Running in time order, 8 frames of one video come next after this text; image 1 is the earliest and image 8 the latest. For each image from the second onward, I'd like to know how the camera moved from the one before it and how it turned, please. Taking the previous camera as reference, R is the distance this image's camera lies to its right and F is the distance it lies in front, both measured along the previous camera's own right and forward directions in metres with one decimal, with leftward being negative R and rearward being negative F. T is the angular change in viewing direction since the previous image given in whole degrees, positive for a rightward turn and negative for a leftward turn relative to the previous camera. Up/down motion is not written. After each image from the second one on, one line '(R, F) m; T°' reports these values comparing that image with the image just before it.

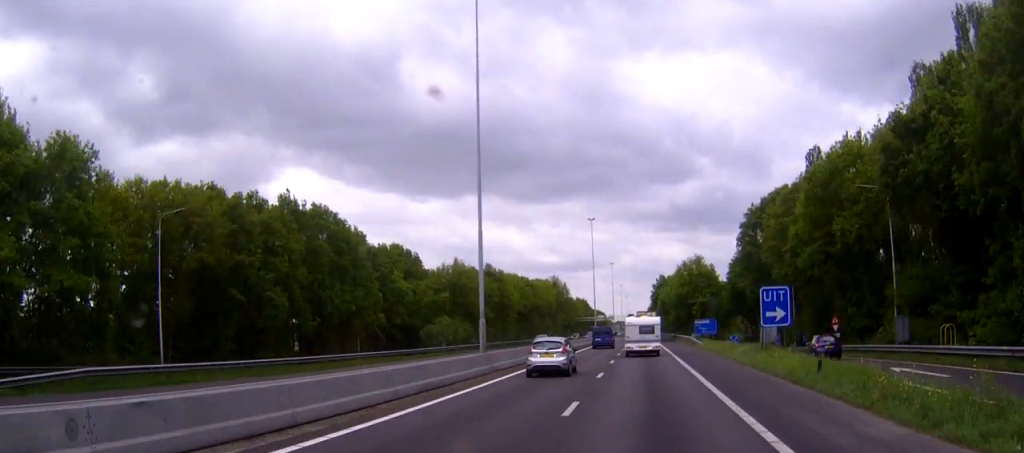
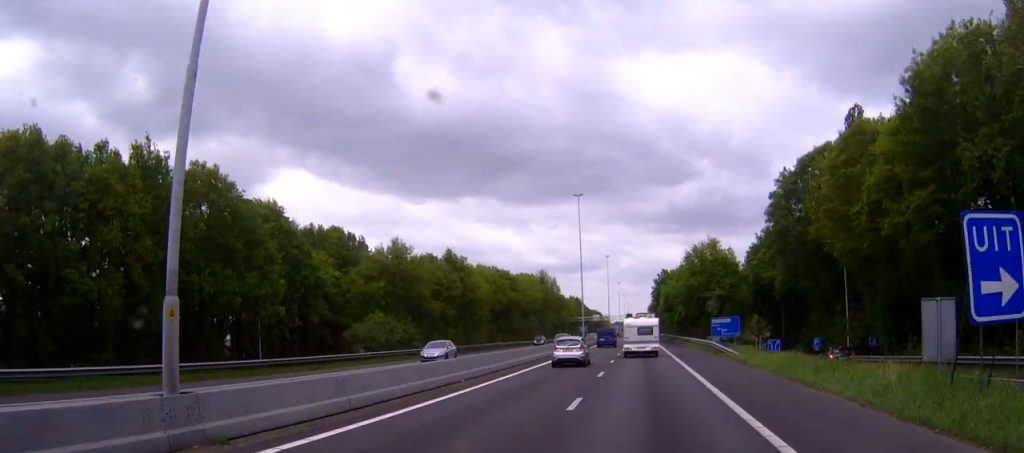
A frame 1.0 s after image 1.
(+0.1, +22.4) m; 0°
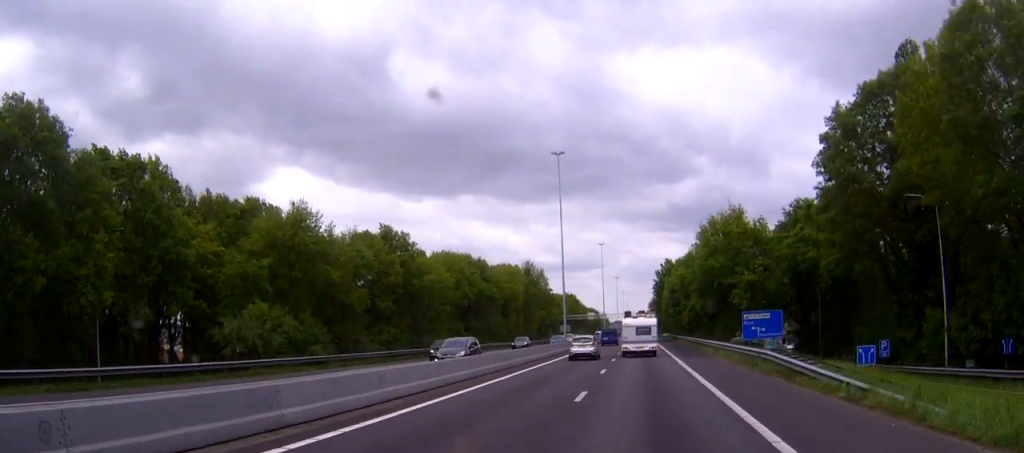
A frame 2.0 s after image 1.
(0.0, +21.4) m; 0°
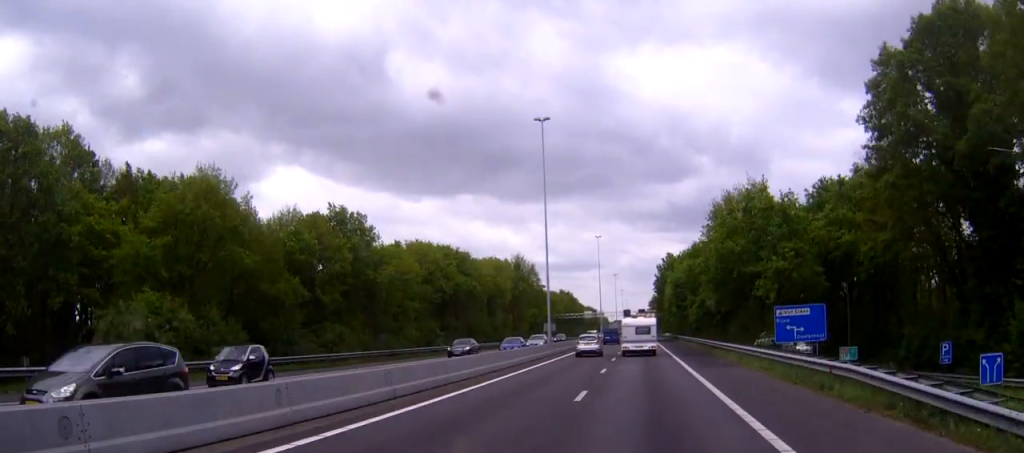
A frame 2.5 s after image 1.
(-0.1, +11.7) m; 0°
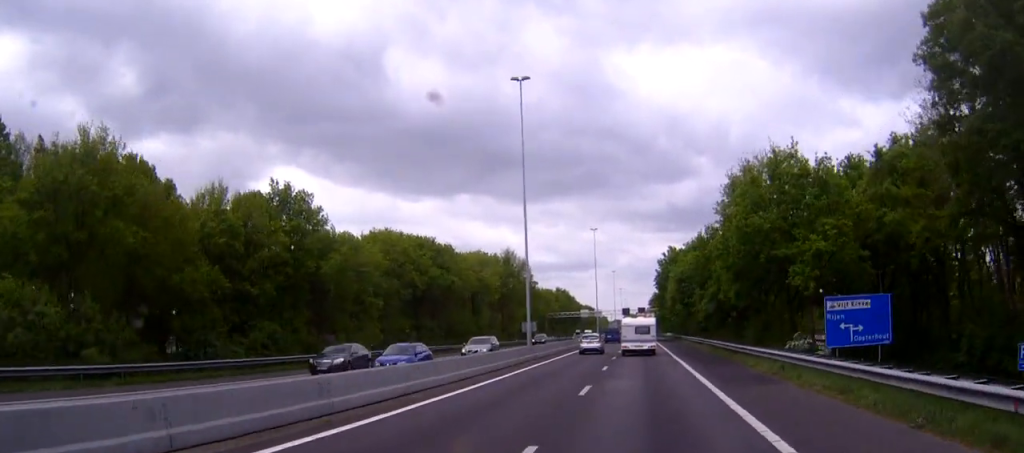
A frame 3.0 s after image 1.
(0.0, +10.1) m; 0°
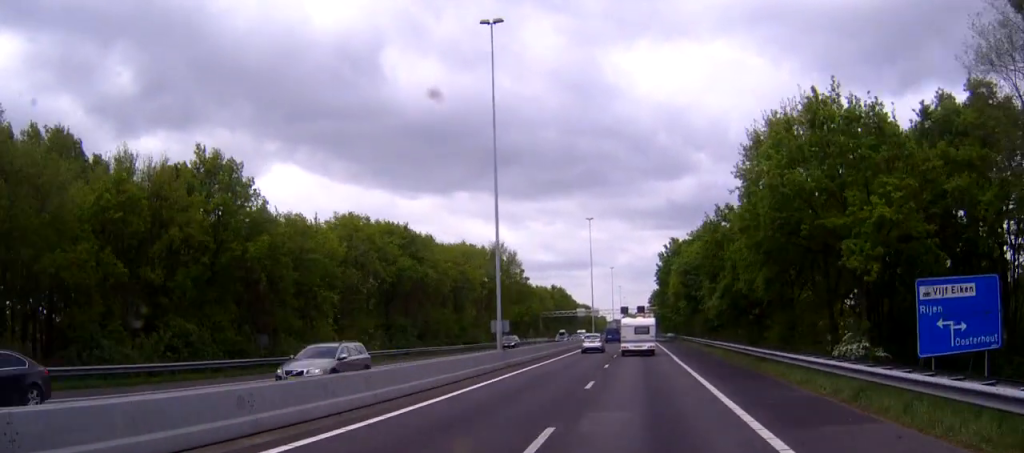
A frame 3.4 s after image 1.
(0.0, +9.4) m; 0°
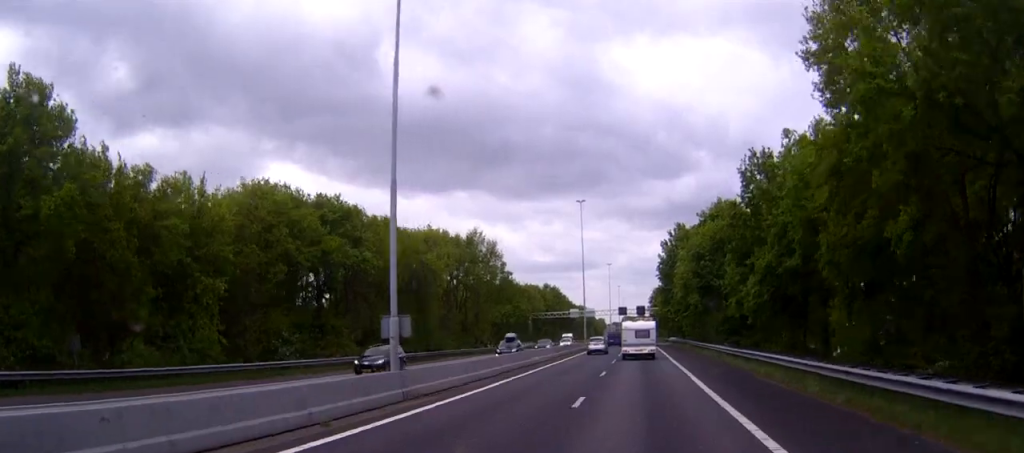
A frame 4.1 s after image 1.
(0.0, +15.8) m; 0°
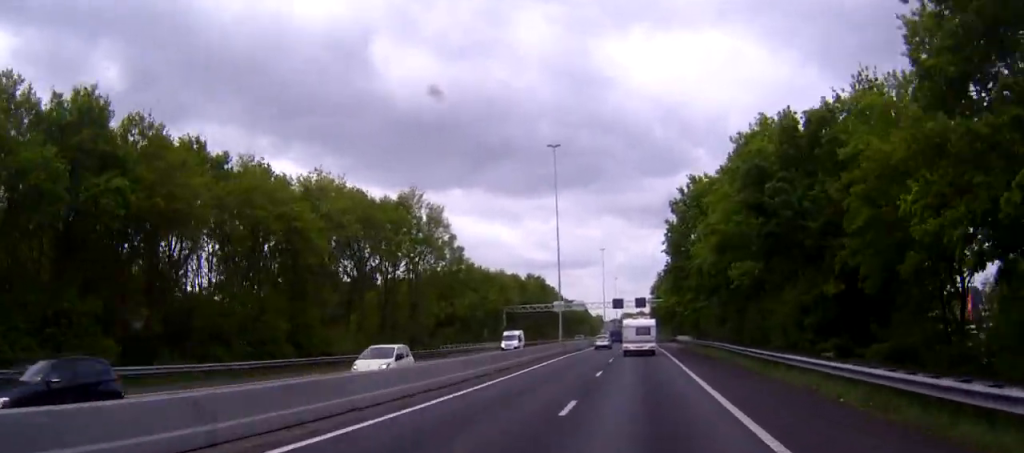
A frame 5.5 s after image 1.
(0.0, +28.6) m; 0°
